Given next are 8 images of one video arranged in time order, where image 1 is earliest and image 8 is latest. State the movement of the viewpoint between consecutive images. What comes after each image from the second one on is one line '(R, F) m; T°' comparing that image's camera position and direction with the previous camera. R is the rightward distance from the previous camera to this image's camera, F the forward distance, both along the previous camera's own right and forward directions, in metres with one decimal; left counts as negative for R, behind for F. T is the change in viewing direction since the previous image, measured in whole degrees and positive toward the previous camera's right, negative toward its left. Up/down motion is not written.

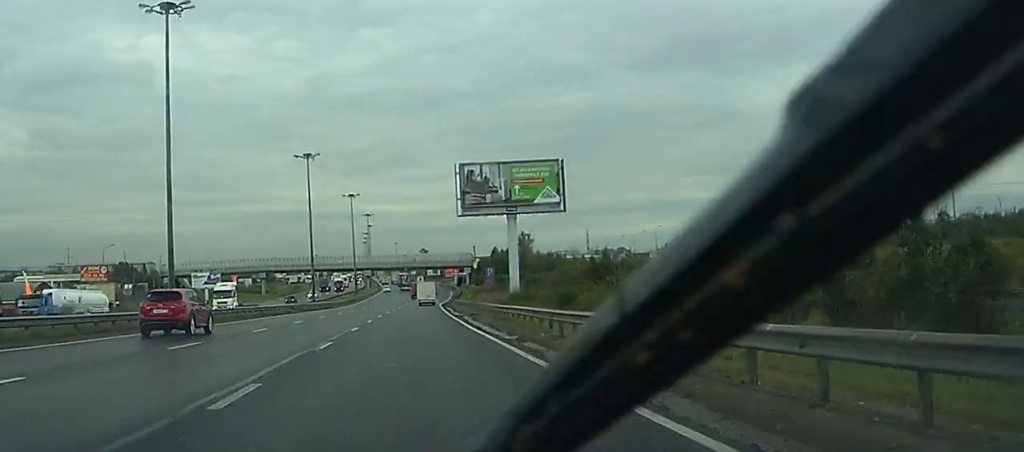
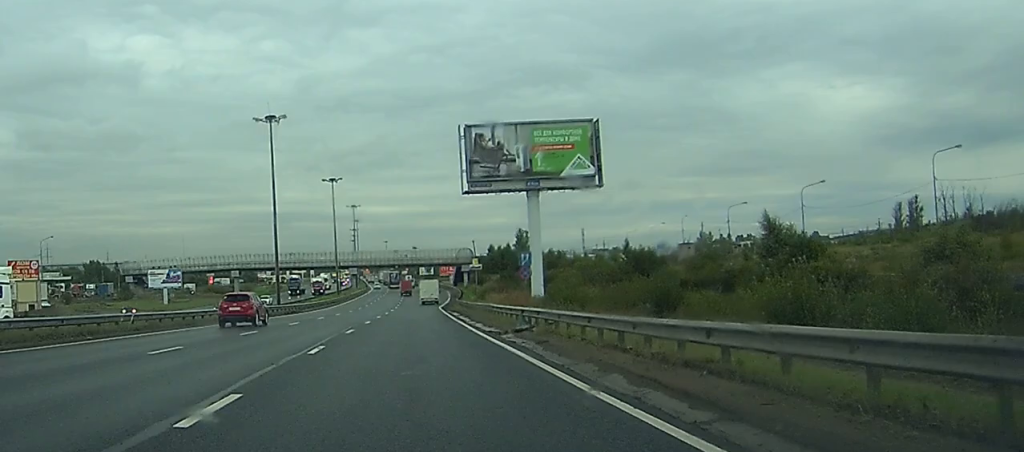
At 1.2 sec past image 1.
(0.0, +25.3) m; 0°
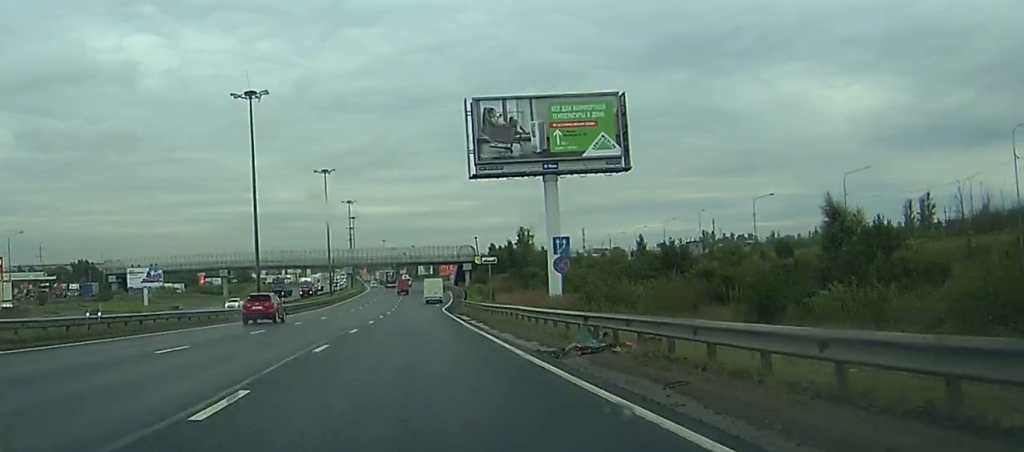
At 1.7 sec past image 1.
(-0.1, +11.2) m; 0°
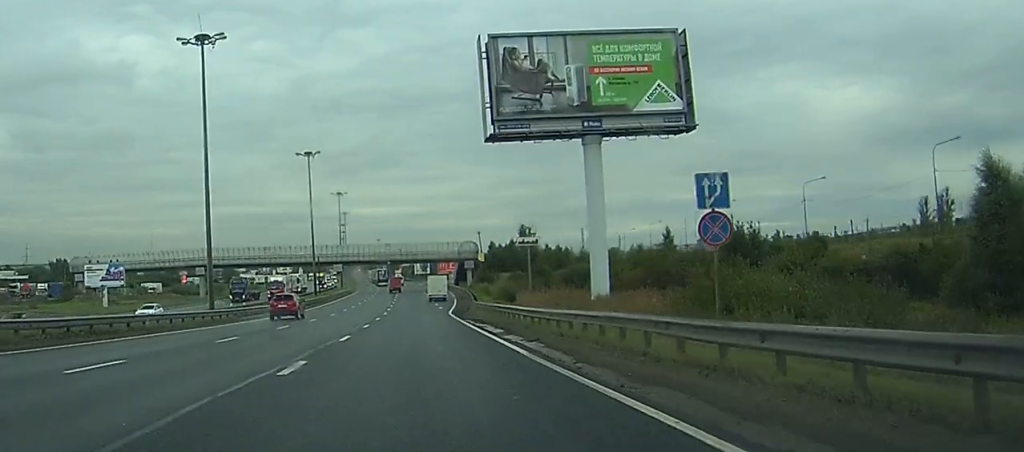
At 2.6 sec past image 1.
(+0.2, +18.2) m; 0°
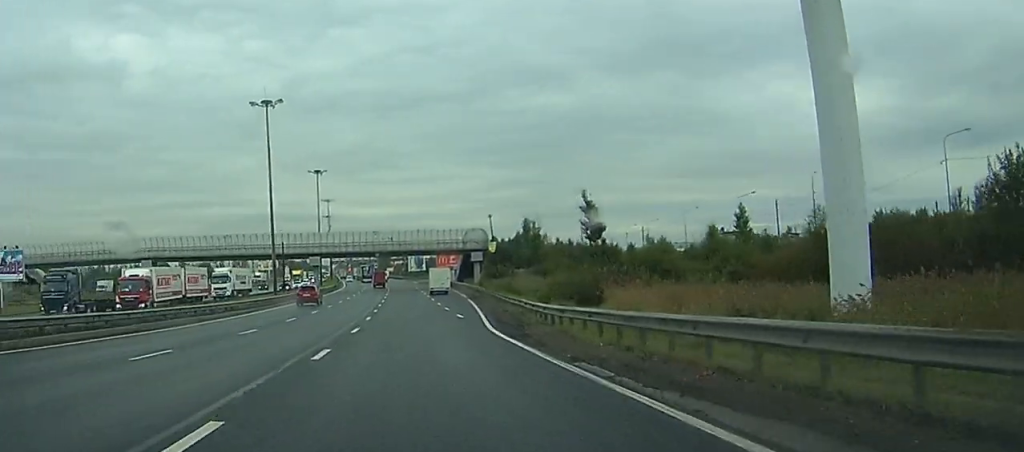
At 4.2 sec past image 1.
(-0.2, +32.8) m; 0°
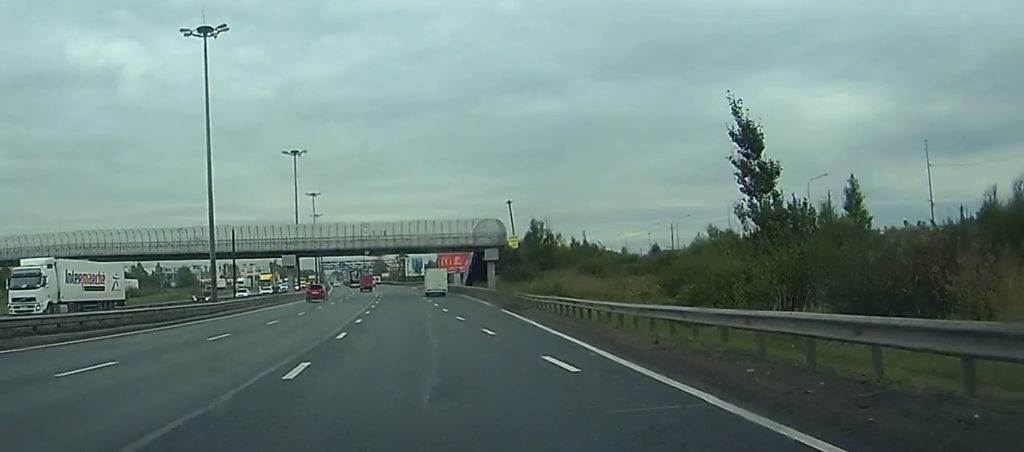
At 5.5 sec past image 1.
(+0.1, +27.8) m; +1°
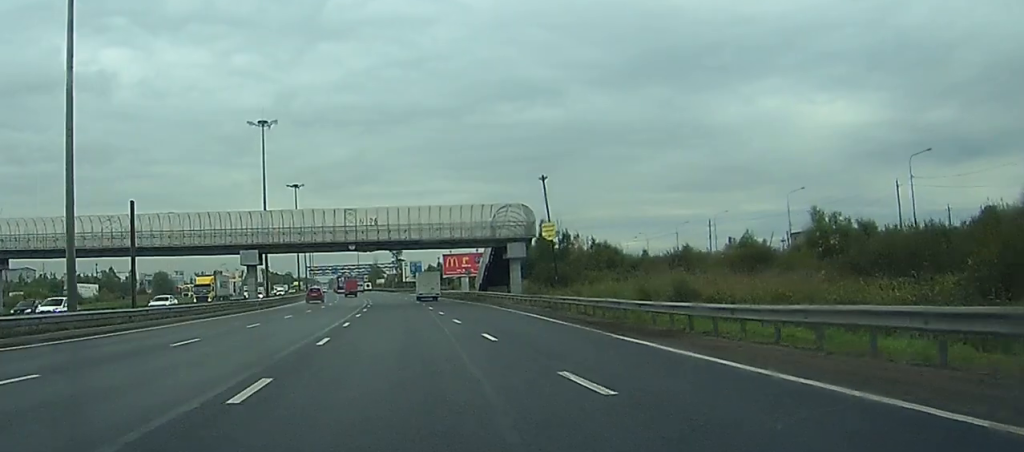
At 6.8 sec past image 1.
(+0.2, +27.1) m; +1°
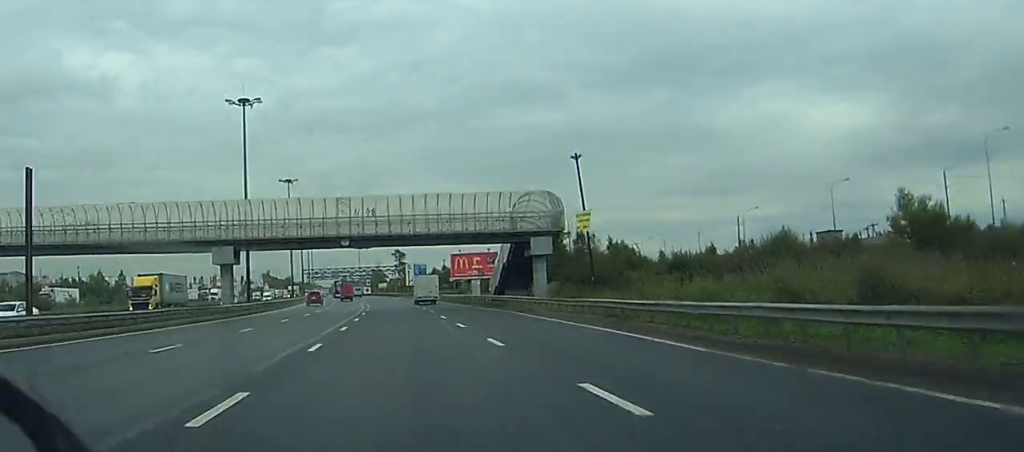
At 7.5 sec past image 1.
(+0.1, +13.8) m; 0°
